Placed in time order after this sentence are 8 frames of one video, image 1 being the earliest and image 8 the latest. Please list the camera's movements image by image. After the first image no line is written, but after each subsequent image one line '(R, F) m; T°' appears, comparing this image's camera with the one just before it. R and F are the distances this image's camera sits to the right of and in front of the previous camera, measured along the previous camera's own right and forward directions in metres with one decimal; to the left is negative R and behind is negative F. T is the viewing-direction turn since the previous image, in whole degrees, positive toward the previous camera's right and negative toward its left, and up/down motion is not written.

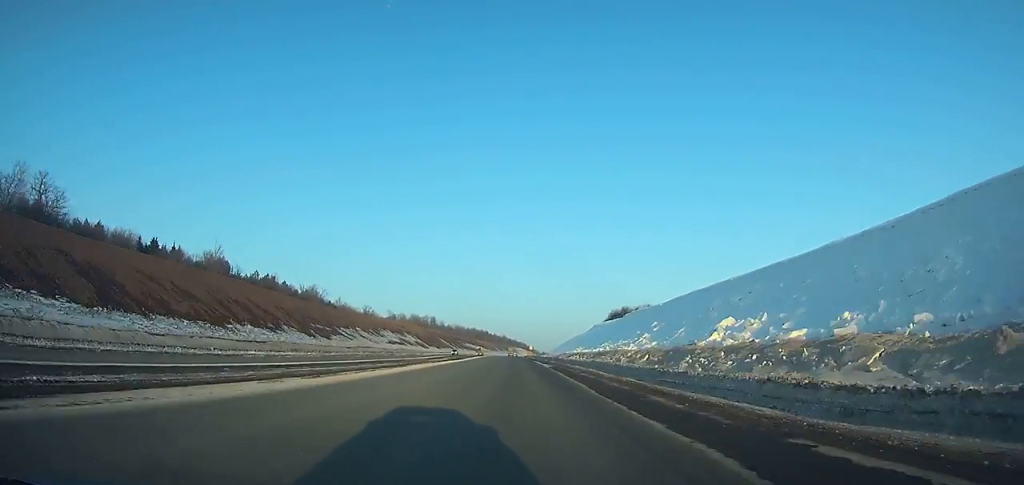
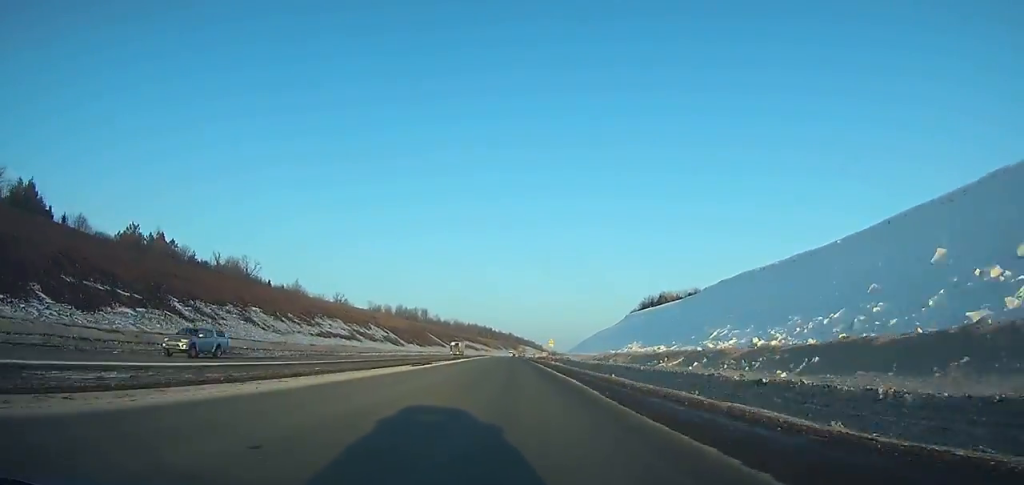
(-0.8, +80.9) m; -1°
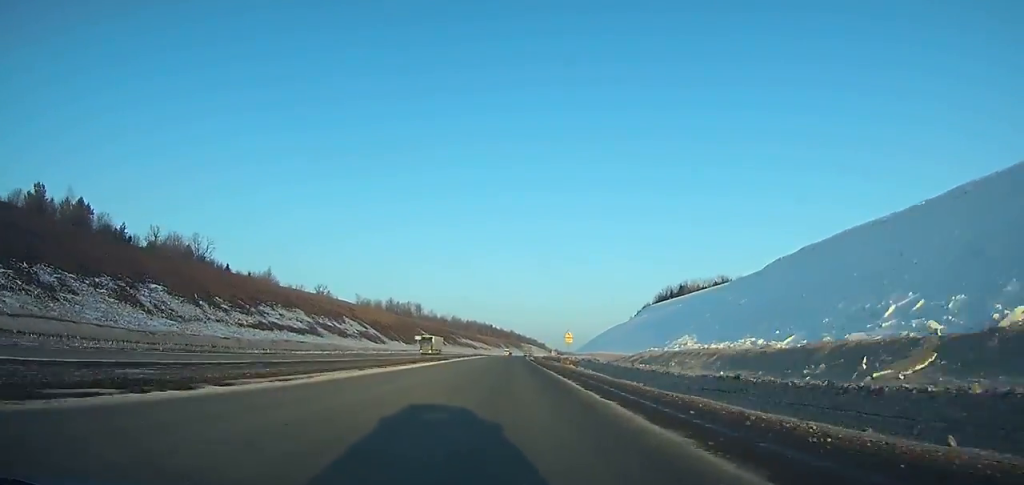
(-0.1, +34.3) m; 0°
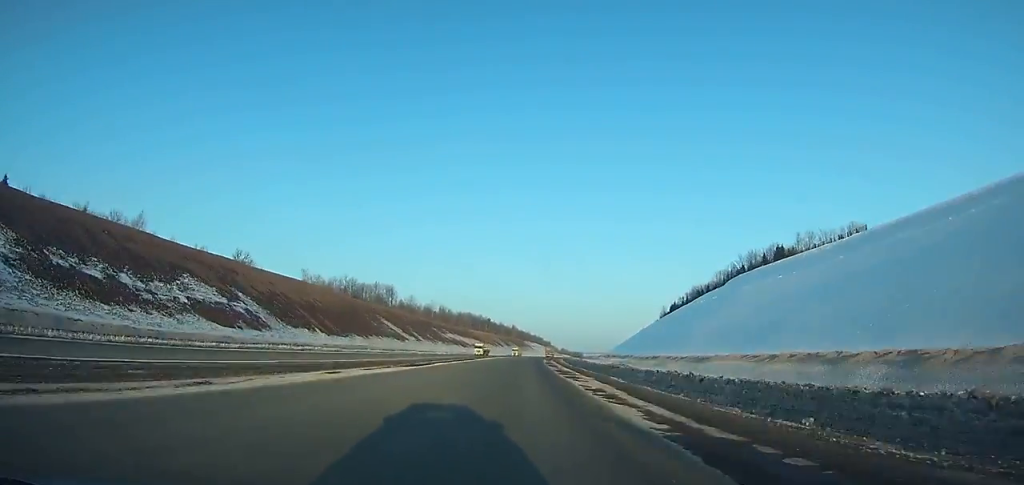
(-0.2, +93.7) m; +1°
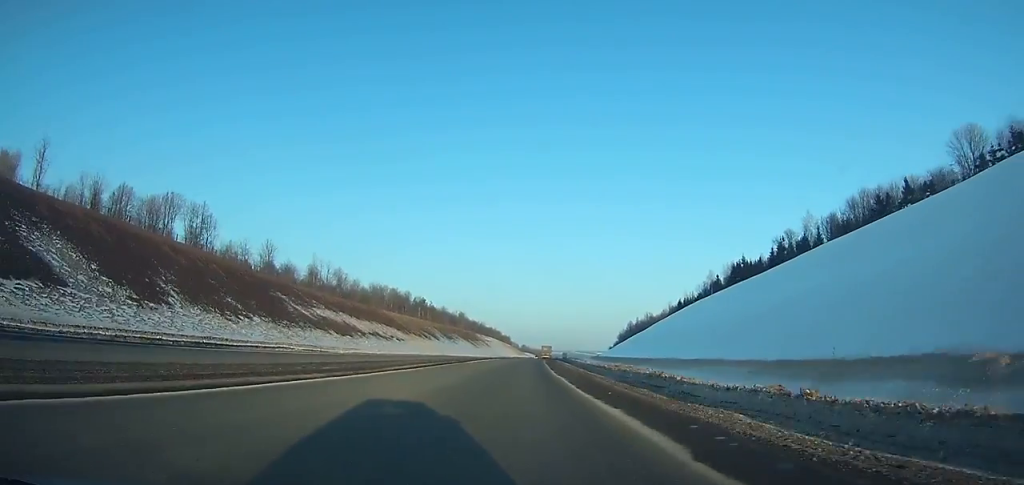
(+6.0, +148.2) m; +4°
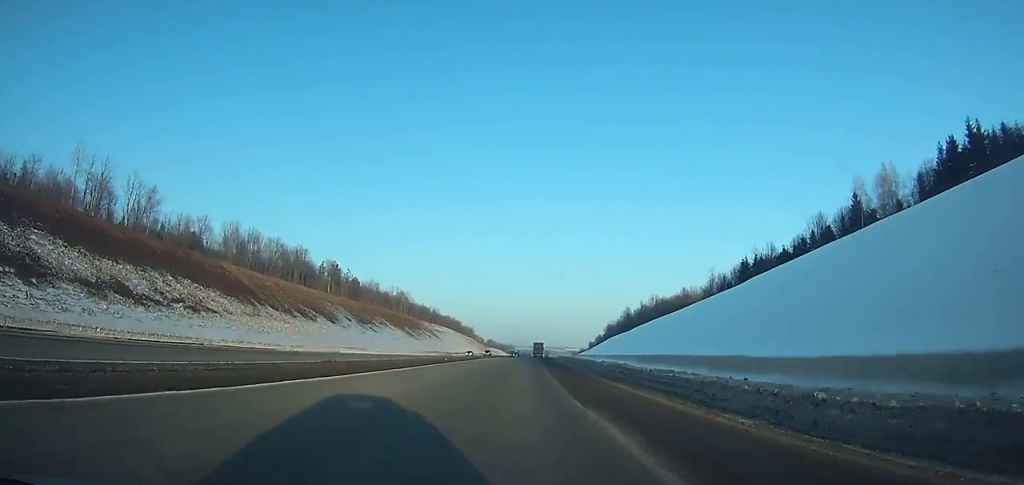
(+2.4, +109.9) m; +3°
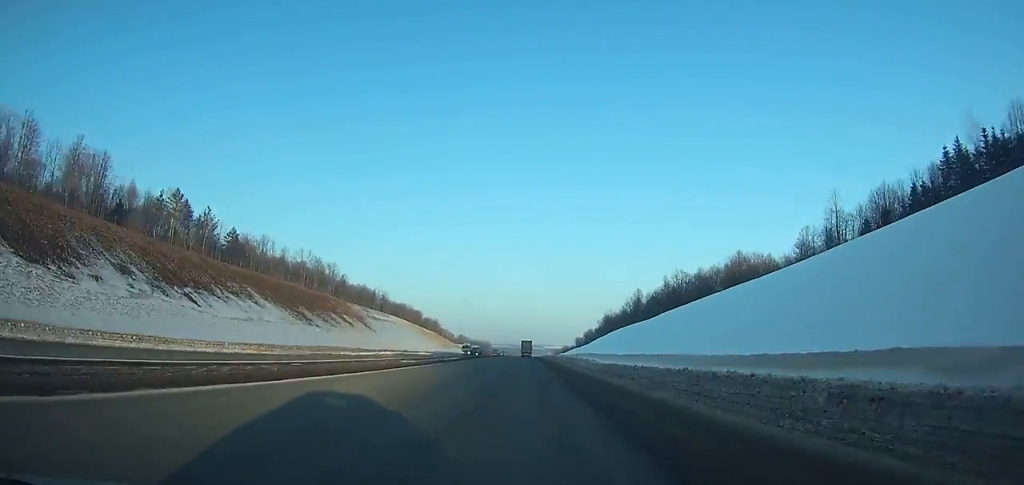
(+1.8, +91.2) m; +1°
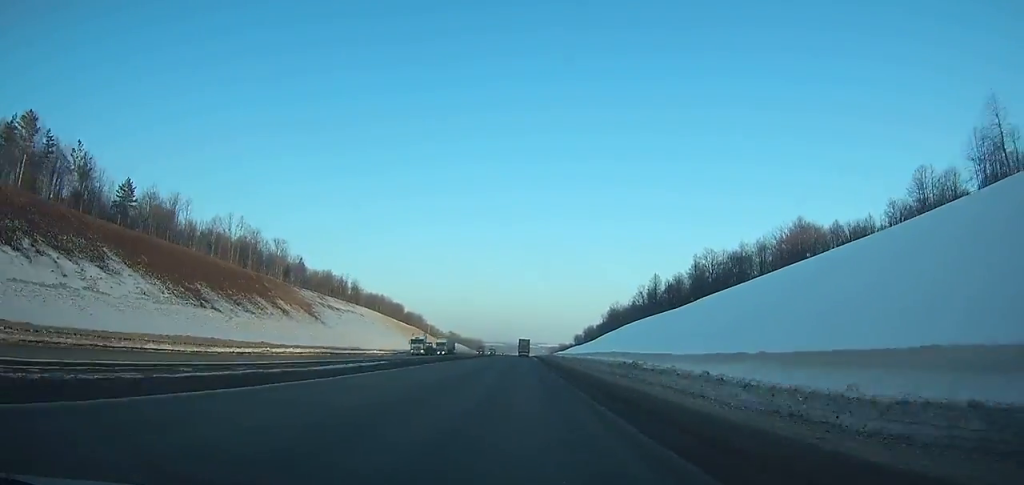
(+0.1, +44.8) m; 0°
